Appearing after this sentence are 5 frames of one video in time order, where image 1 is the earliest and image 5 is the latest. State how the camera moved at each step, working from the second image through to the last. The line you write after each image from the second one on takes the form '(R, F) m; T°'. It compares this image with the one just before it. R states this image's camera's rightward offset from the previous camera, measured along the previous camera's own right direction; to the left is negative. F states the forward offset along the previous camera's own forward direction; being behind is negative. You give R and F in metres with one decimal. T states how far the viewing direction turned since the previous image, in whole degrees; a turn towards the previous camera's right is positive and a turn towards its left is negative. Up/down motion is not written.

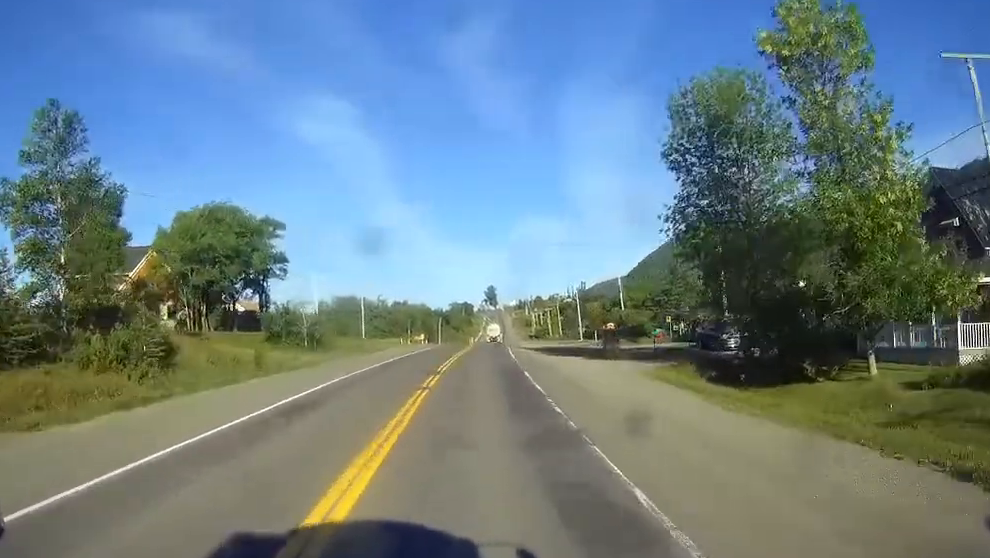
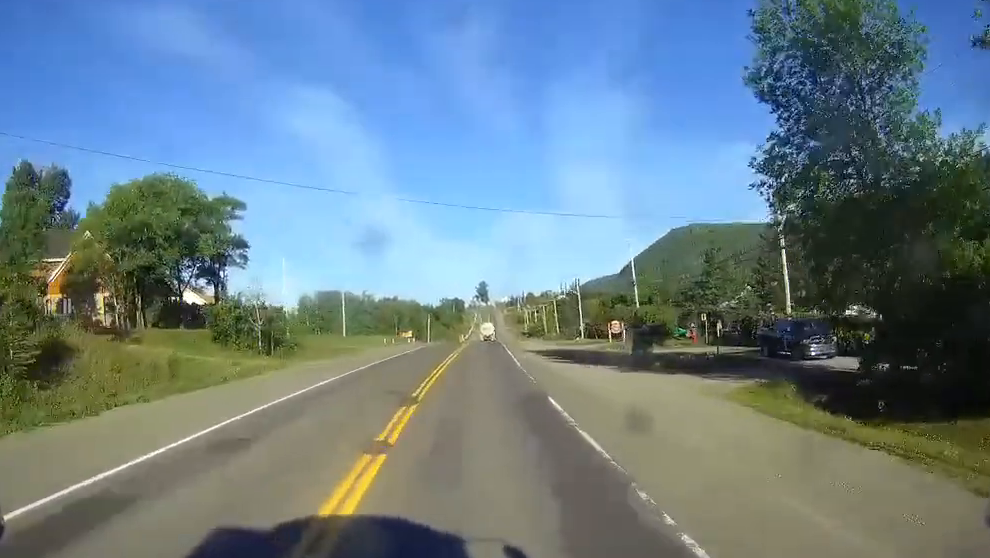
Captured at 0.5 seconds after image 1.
(+0.1, +13.7) m; 0°
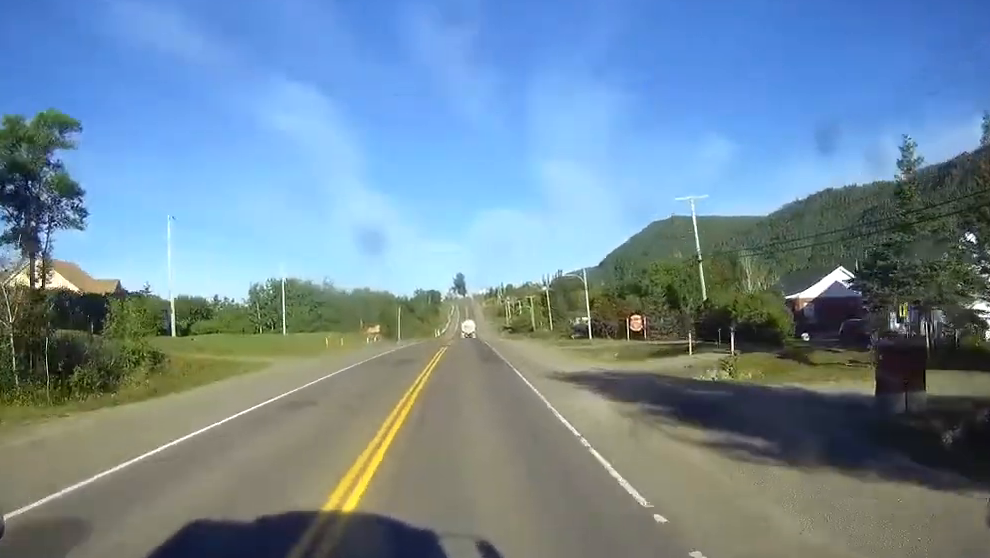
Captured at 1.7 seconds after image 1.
(+0.3, +31.9) m; +1°
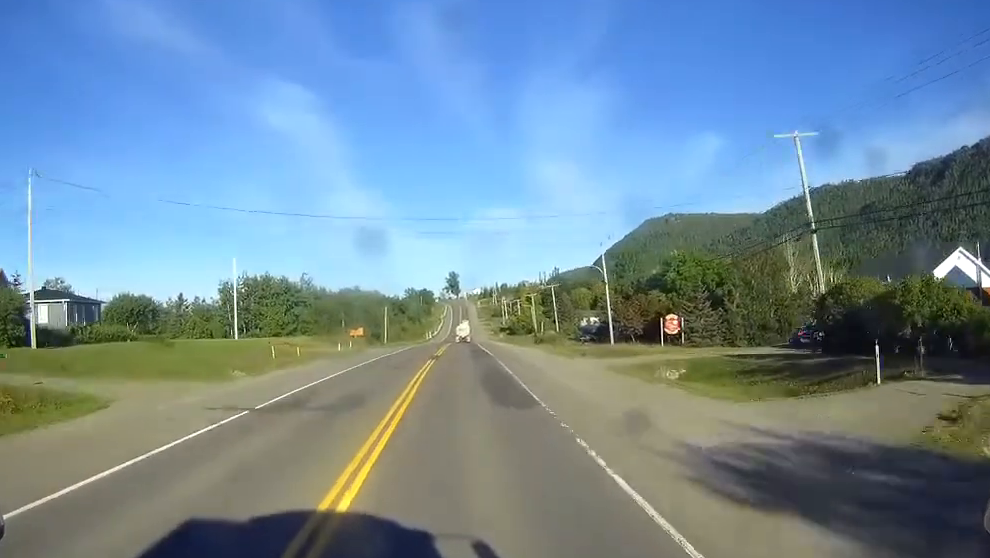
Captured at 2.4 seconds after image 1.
(+0.2, +21.0) m; +1°
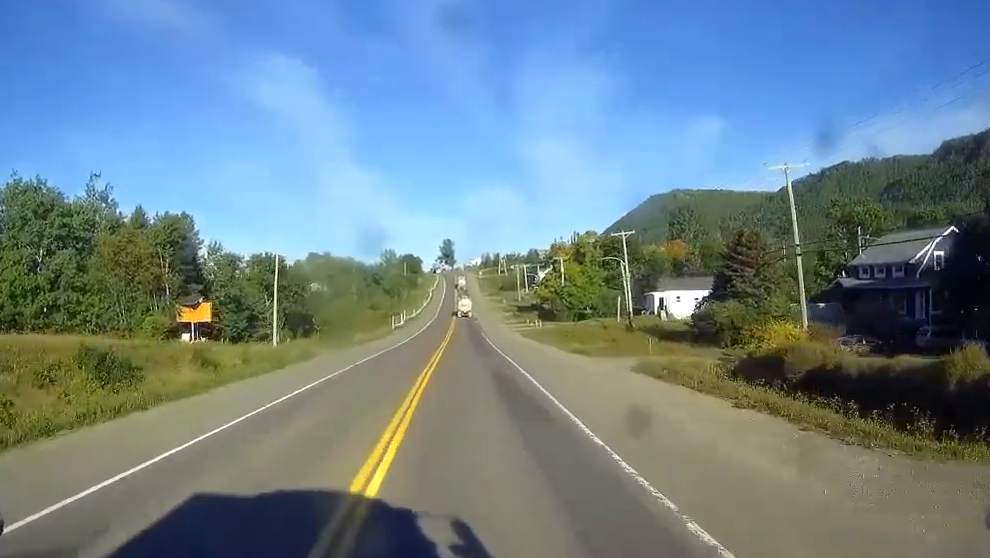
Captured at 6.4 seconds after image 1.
(+0.6, +109.3) m; 0°
